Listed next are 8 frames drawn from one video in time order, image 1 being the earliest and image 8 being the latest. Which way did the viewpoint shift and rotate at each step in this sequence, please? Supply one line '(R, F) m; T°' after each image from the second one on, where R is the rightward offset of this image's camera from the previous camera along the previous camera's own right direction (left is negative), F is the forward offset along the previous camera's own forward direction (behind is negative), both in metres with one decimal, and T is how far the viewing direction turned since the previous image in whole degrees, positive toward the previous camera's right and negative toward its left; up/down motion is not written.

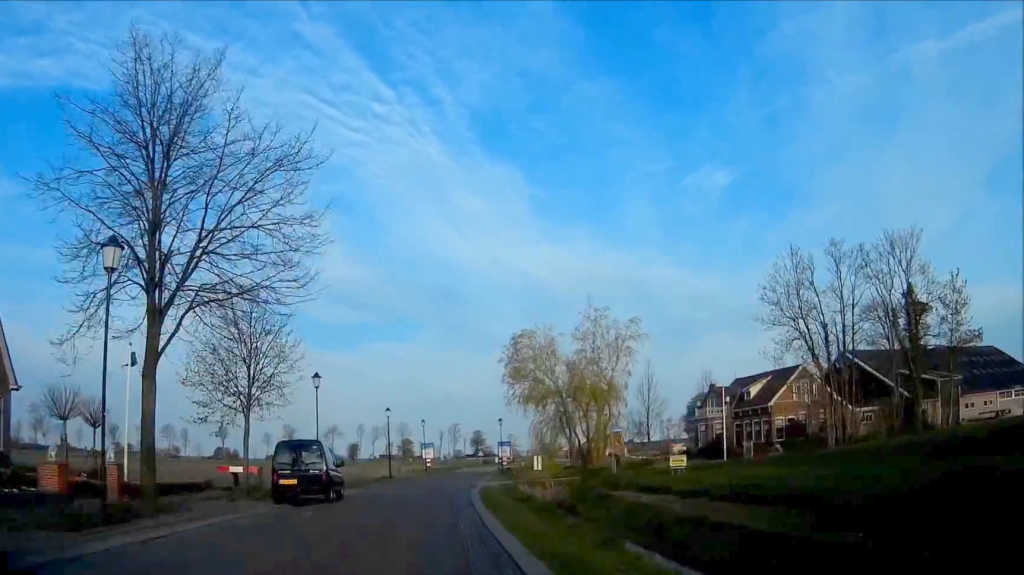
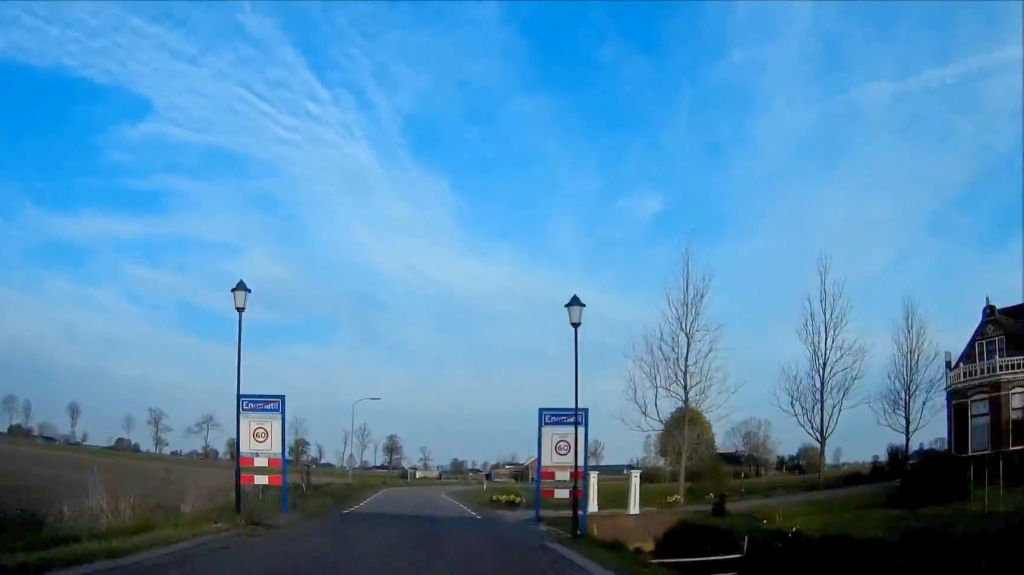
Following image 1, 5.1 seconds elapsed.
(+2.8, +55.1) m; +6°
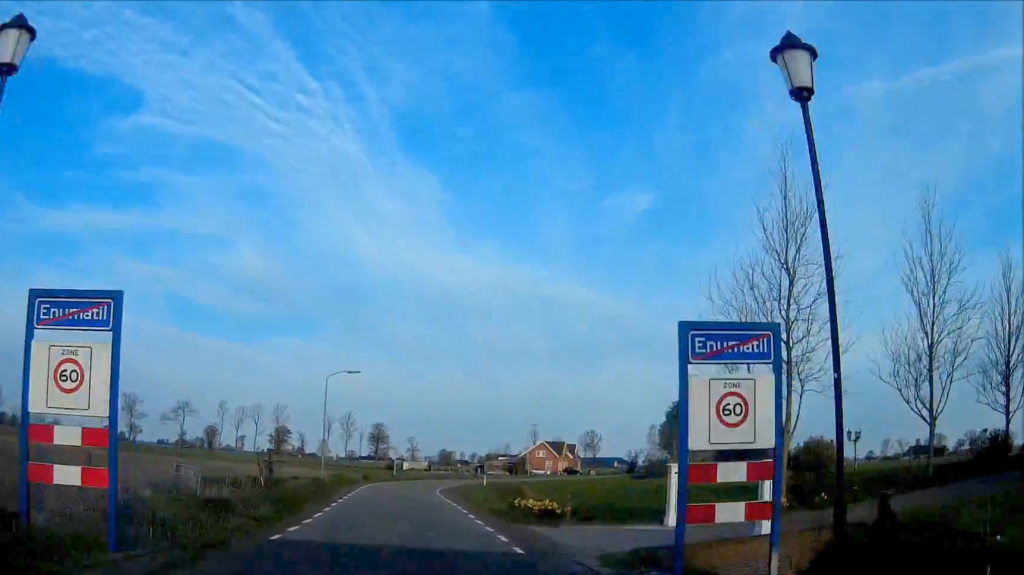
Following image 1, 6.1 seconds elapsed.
(0.0, +11.2) m; +1°
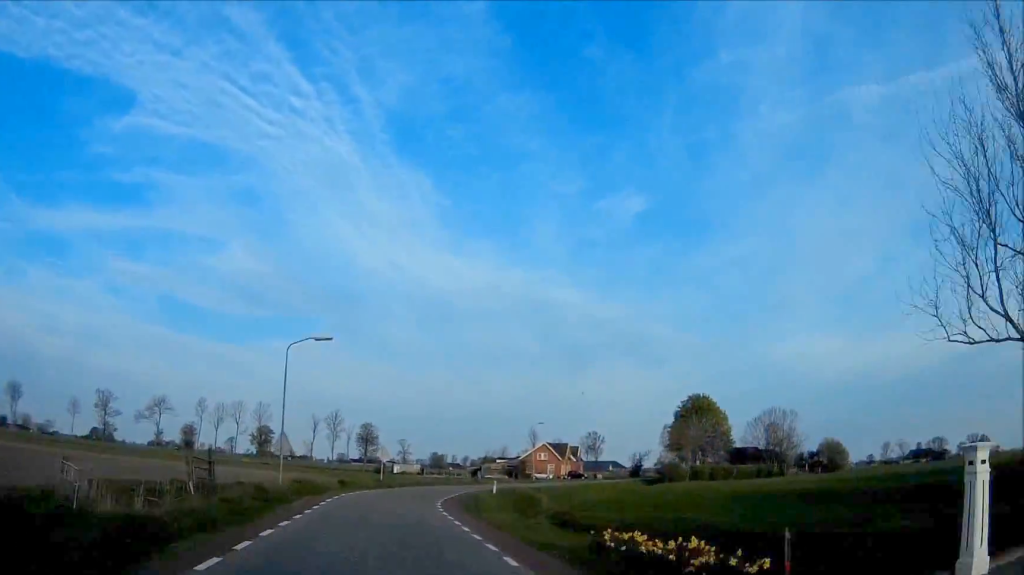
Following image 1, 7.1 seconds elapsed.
(-0.1, +12.1) m; +1°
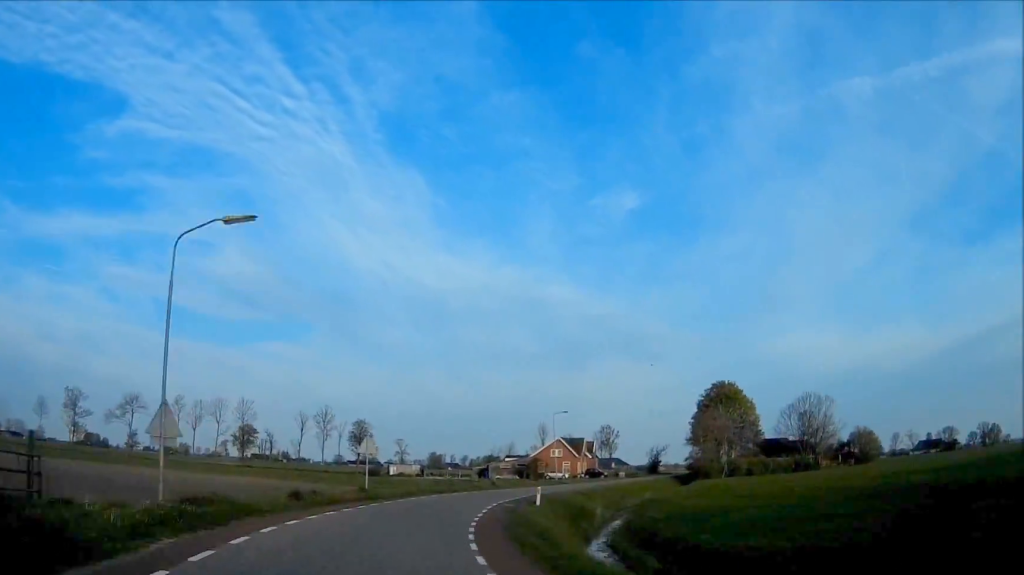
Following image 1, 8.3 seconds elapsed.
(+0.3, +16.8) m; +4°
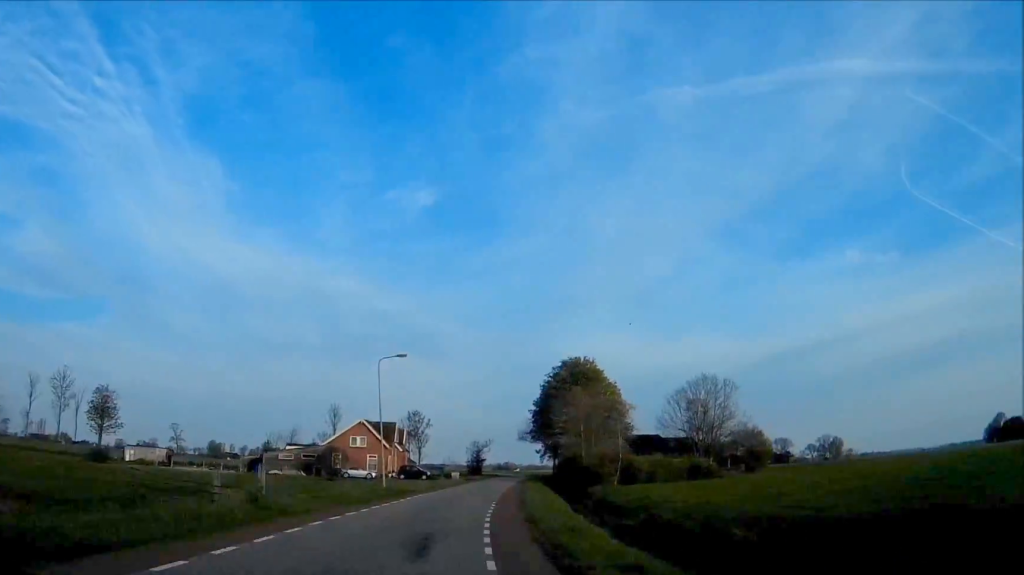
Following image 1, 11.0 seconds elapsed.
(+3.3, +38.6) m; +11°
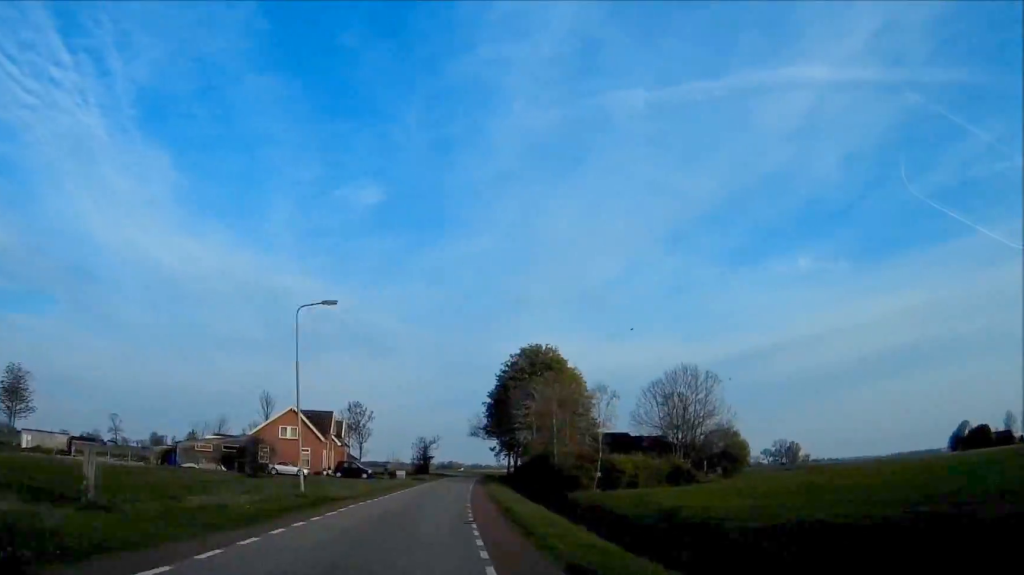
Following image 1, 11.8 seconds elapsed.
(+0.5, +12.9) m; +2°
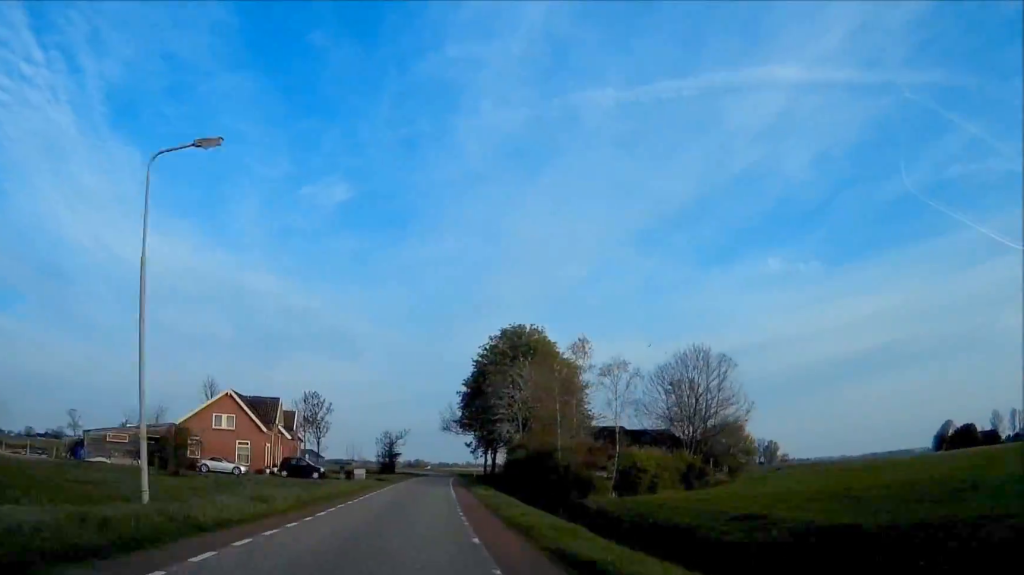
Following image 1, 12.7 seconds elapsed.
(+0.6, +14.5) m; +2°
